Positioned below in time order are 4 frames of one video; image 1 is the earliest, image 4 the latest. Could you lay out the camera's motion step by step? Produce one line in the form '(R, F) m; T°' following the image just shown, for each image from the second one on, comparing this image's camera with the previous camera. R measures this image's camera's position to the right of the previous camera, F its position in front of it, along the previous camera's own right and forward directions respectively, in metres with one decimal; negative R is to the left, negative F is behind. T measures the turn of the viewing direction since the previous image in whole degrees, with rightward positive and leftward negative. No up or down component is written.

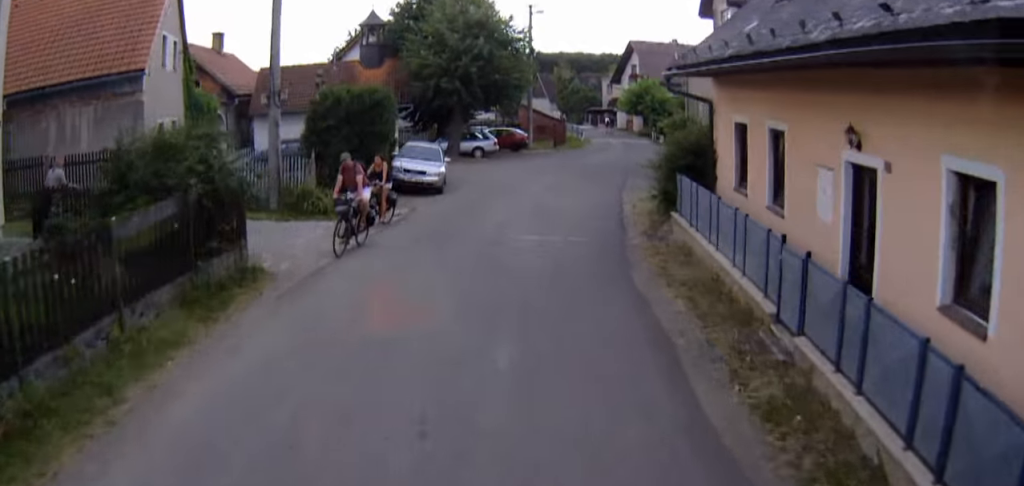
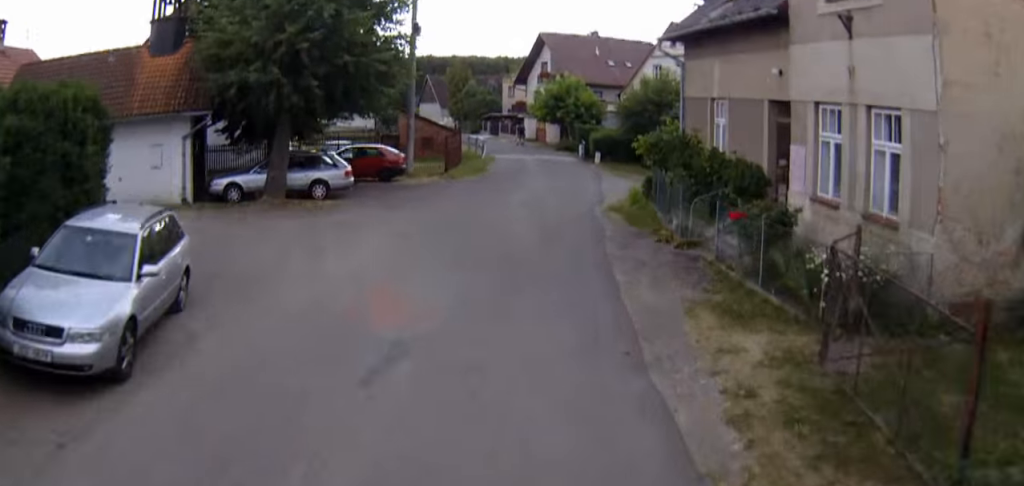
(+0.3, +14.0) m; +9°
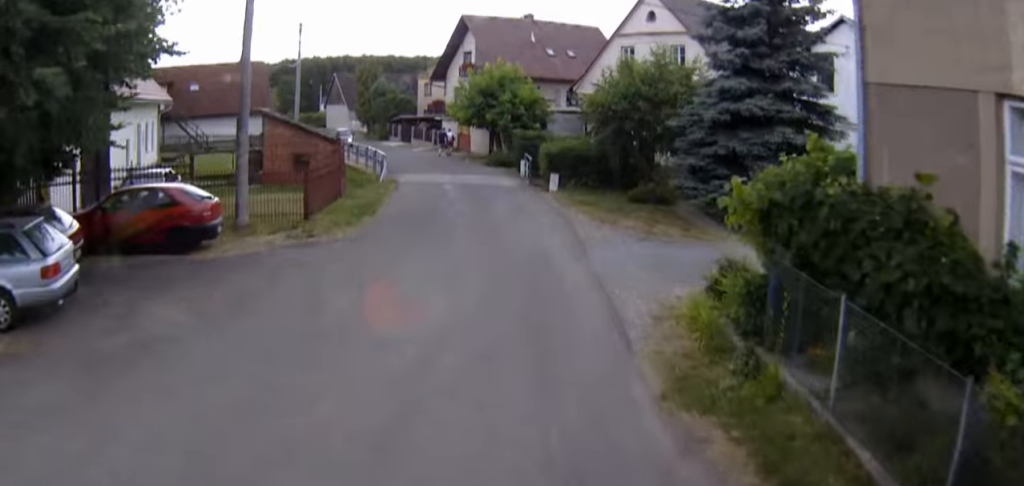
(+1.6, +12.4) m; +8°
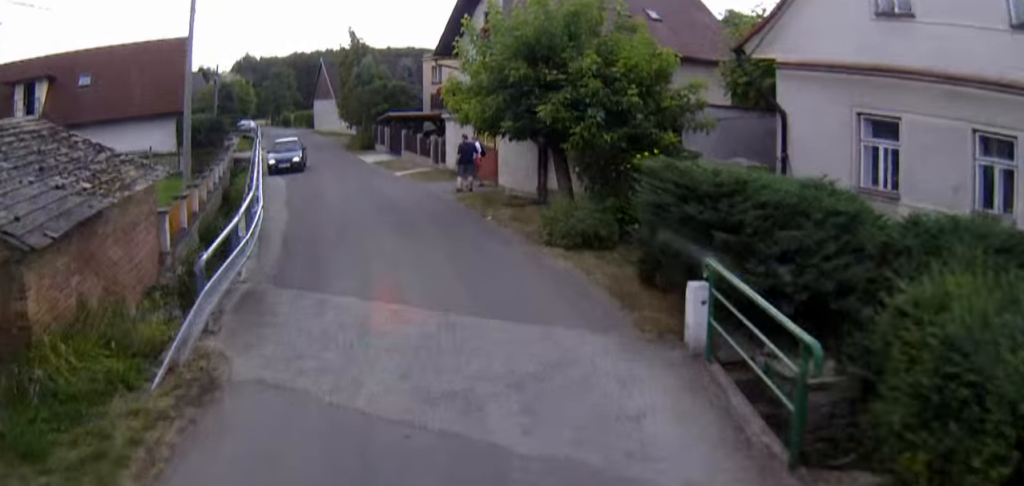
(-0.7, +21.1) m; -7°
